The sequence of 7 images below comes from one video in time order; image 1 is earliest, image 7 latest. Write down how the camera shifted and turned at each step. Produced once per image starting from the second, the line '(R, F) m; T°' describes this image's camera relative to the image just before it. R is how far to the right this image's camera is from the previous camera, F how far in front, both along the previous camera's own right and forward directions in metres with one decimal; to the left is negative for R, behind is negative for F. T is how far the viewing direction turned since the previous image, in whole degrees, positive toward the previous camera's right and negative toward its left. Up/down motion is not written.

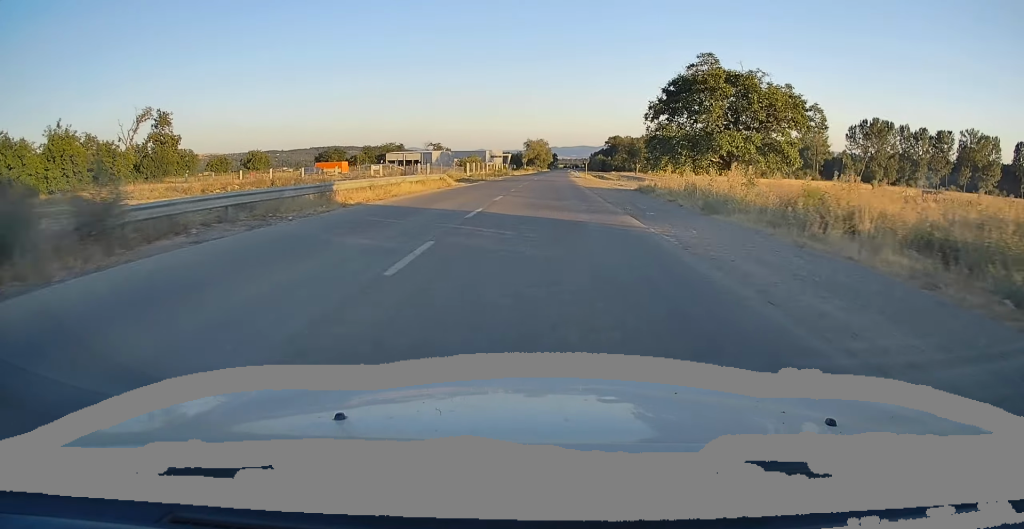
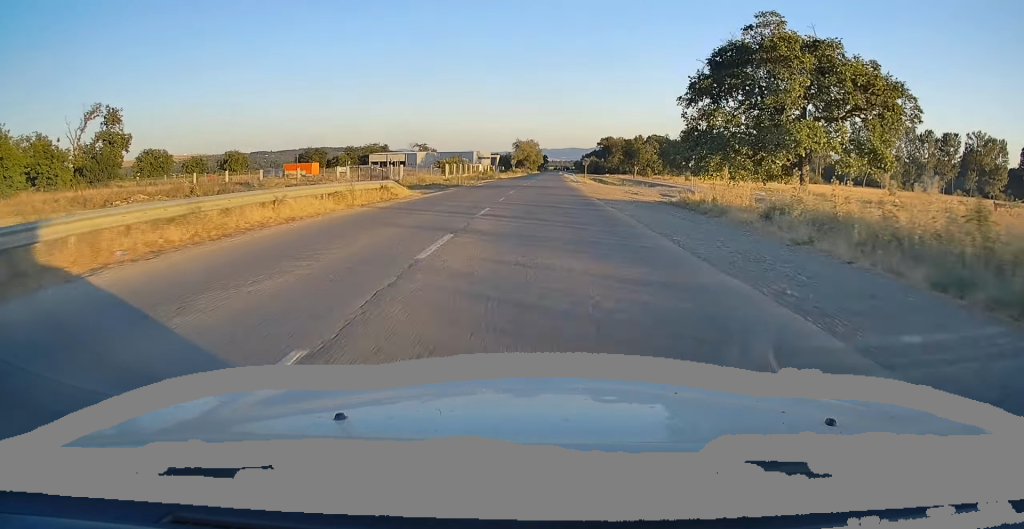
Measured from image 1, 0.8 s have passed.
(+0.2, +13.7) m; +1°
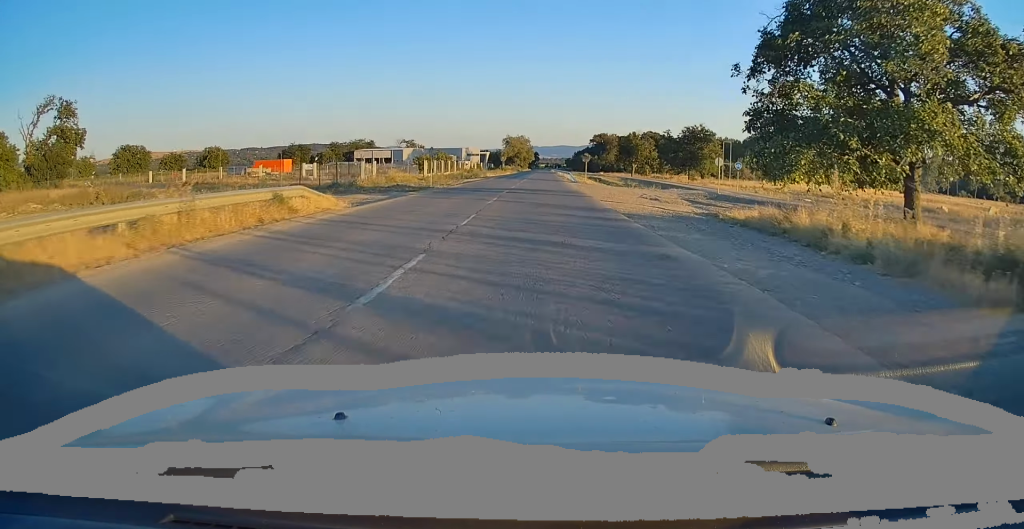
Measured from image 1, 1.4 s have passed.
(+0.1, +10.3) m; +1°
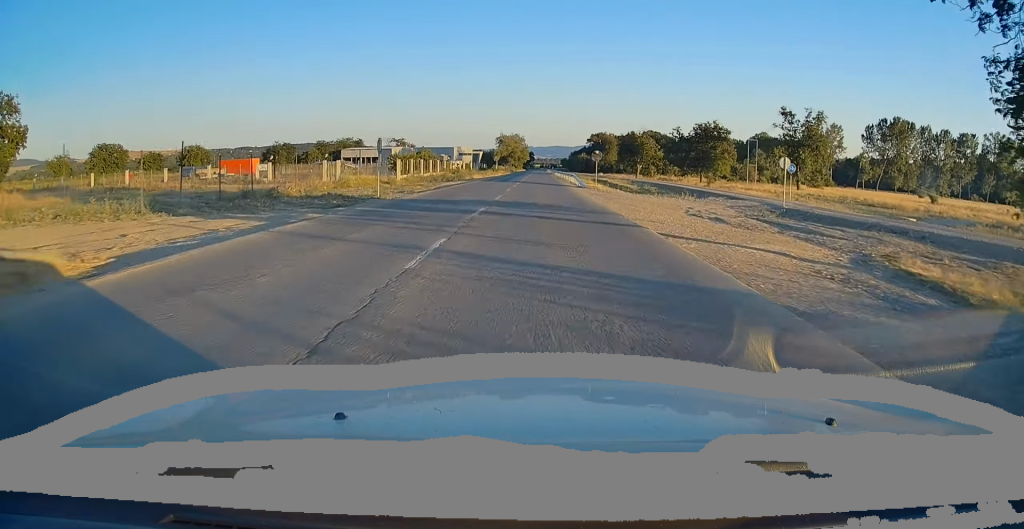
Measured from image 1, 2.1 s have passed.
(+0.1, +13.2) m; 0°
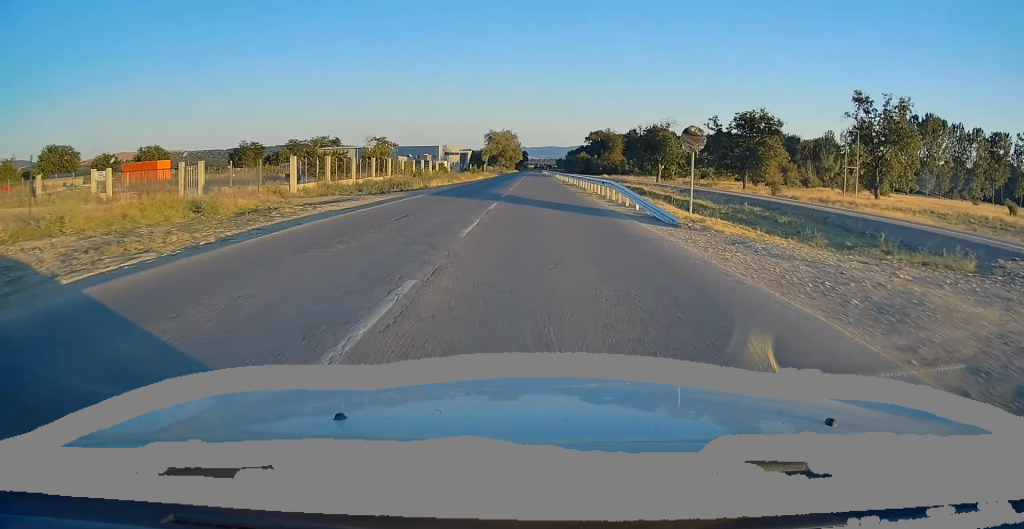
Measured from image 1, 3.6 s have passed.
(+0.2, +27.2) m; +1°
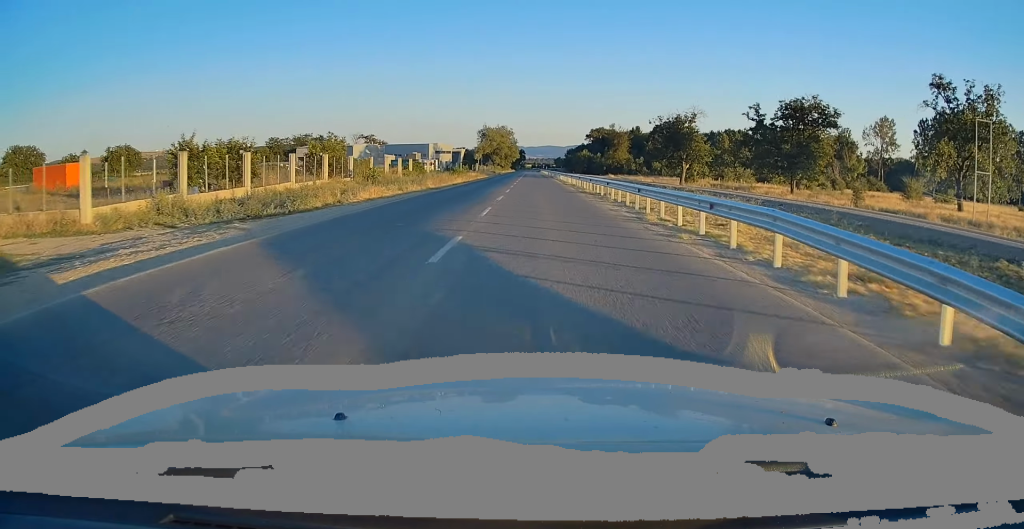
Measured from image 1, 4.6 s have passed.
(+0.1, +18.2) m; 0°
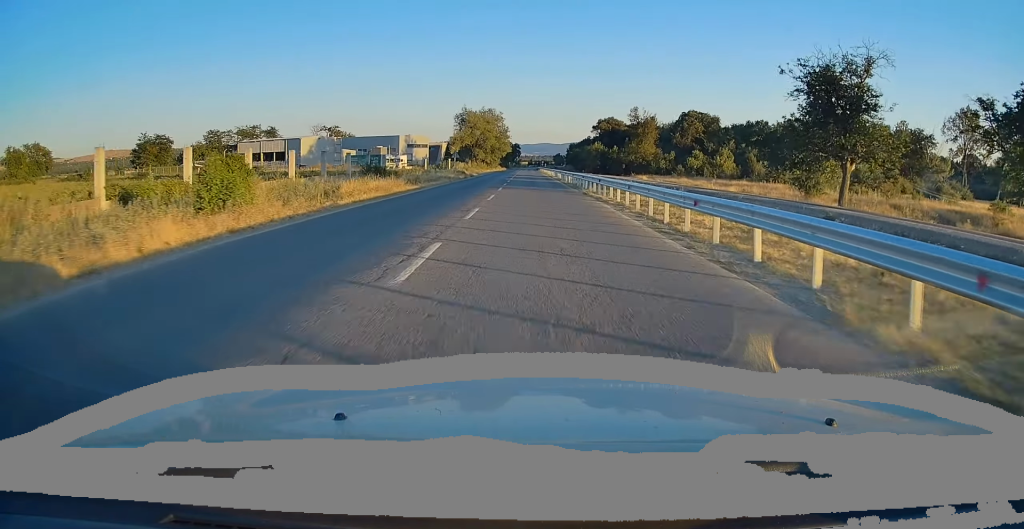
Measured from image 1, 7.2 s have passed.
(+0.5, +47.6) m; +1°
